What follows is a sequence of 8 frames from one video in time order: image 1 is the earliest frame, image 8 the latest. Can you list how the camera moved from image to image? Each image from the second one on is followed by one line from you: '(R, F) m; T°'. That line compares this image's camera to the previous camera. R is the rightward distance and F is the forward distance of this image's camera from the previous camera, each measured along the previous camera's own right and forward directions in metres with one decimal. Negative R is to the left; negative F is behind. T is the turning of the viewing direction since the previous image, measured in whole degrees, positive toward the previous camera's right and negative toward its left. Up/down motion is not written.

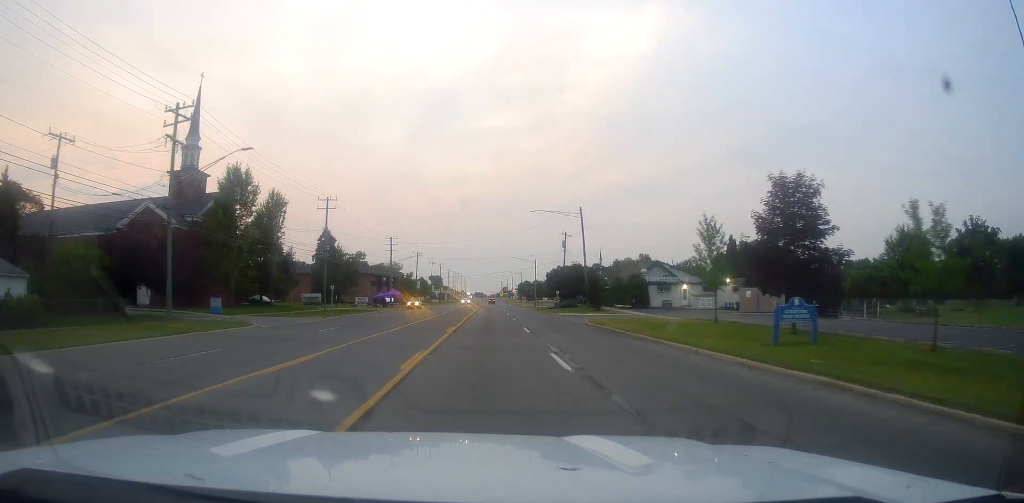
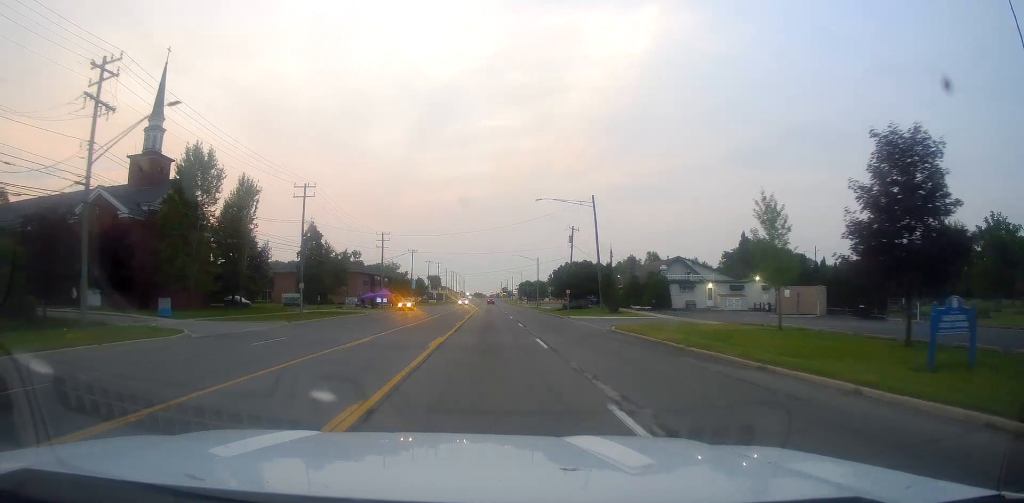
(+0.1, +8.6) m; 0°
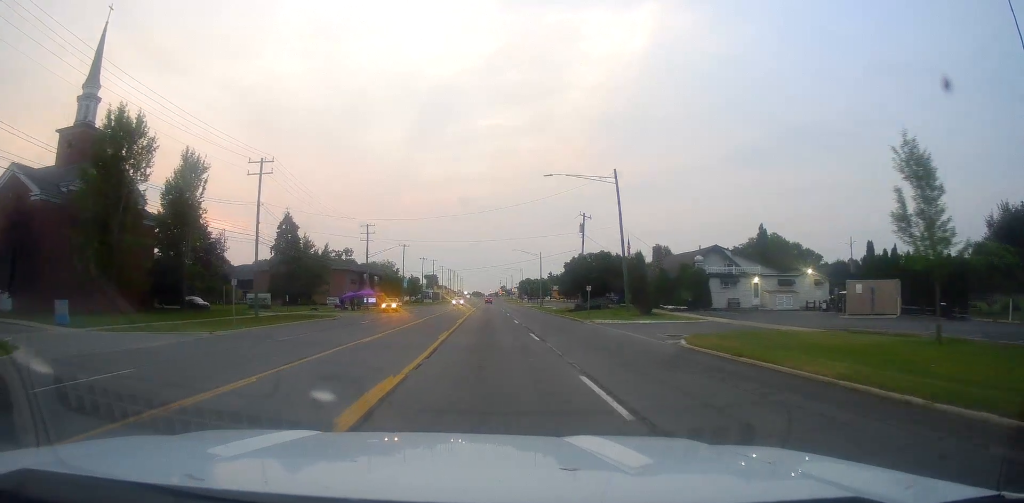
(-0.3, +11.8) m; -1°
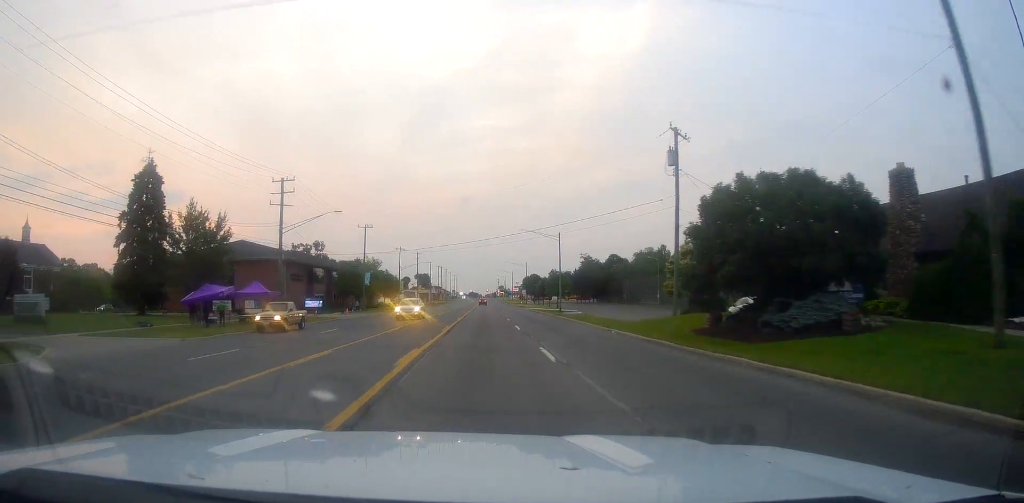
(-0.4, +38.7) m; 0°
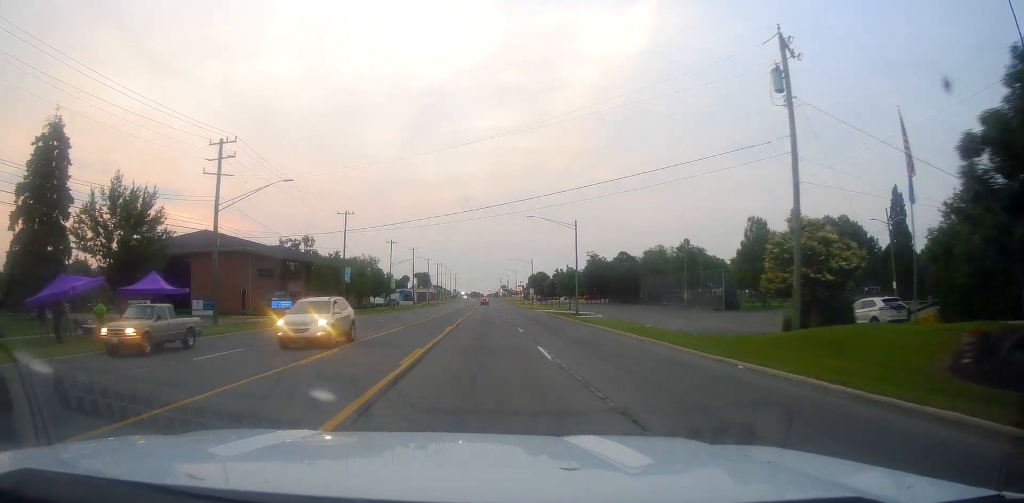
(+0.2, +14.6) m; +1°
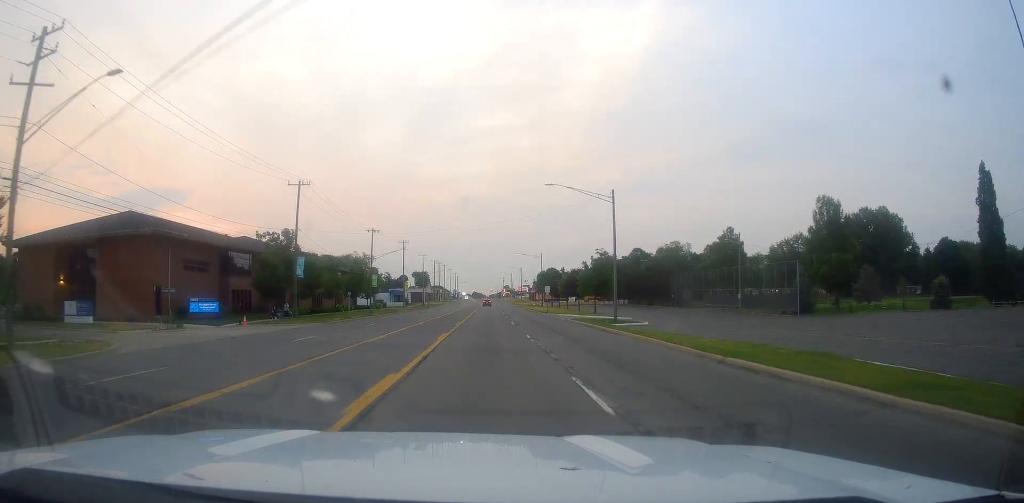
(0.0, +21.4) m; 0°
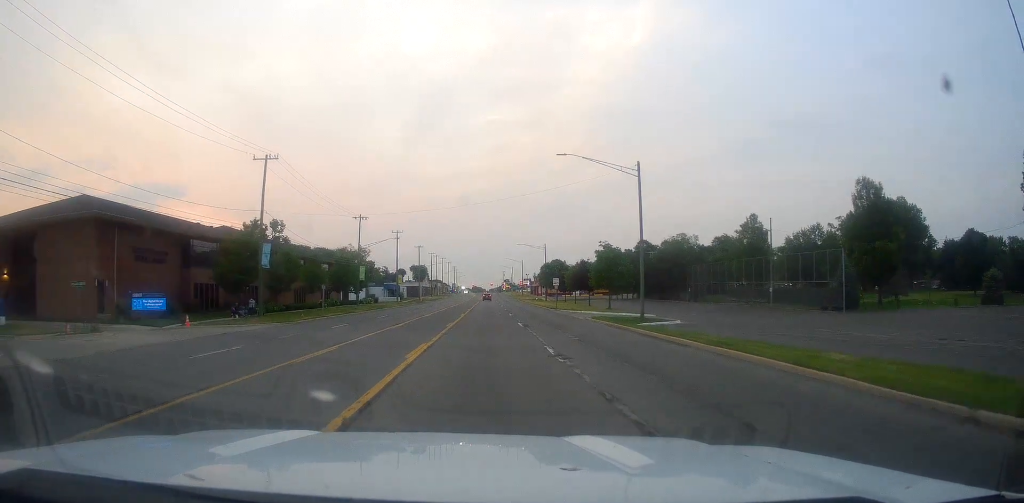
(-0.2, +9.4) m; 0°
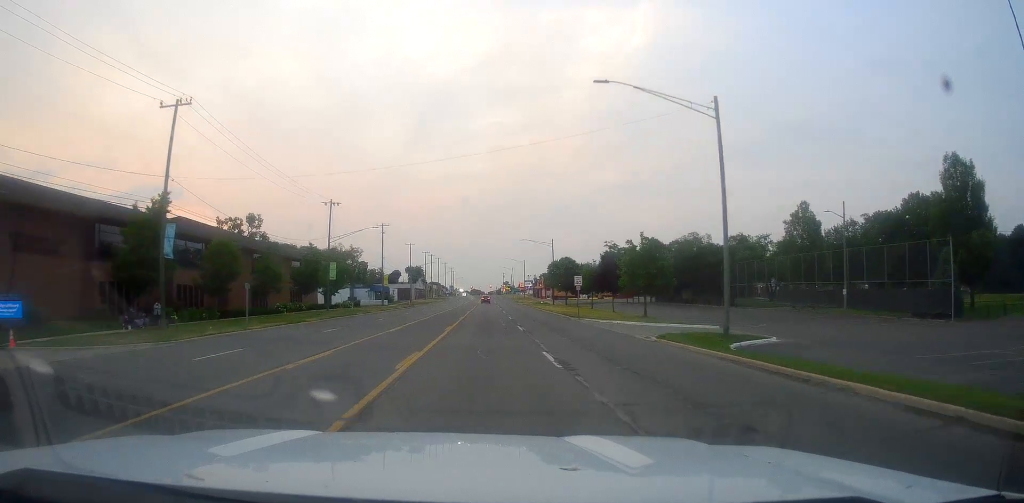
(+0.5, +16.2) m; 0°
